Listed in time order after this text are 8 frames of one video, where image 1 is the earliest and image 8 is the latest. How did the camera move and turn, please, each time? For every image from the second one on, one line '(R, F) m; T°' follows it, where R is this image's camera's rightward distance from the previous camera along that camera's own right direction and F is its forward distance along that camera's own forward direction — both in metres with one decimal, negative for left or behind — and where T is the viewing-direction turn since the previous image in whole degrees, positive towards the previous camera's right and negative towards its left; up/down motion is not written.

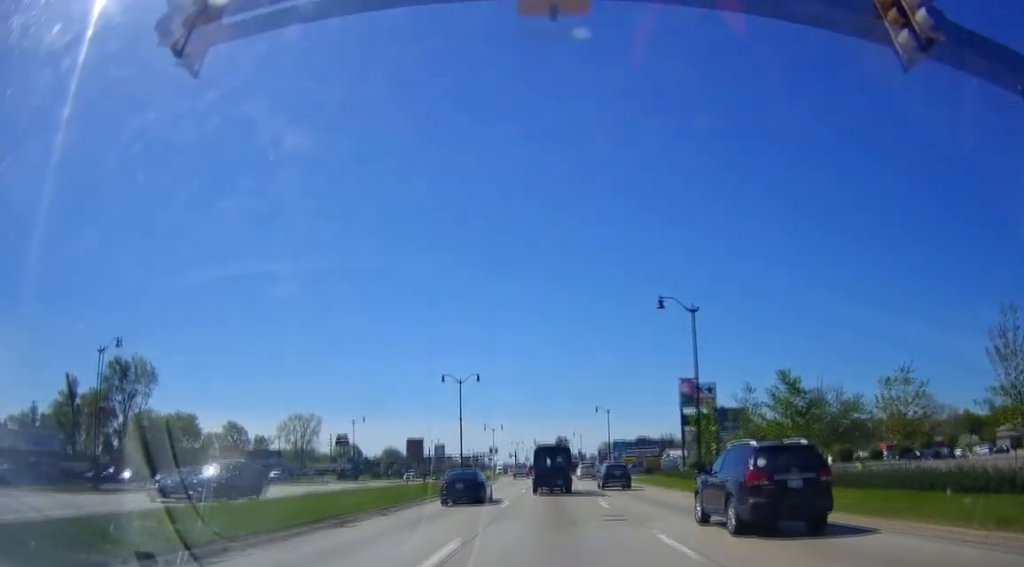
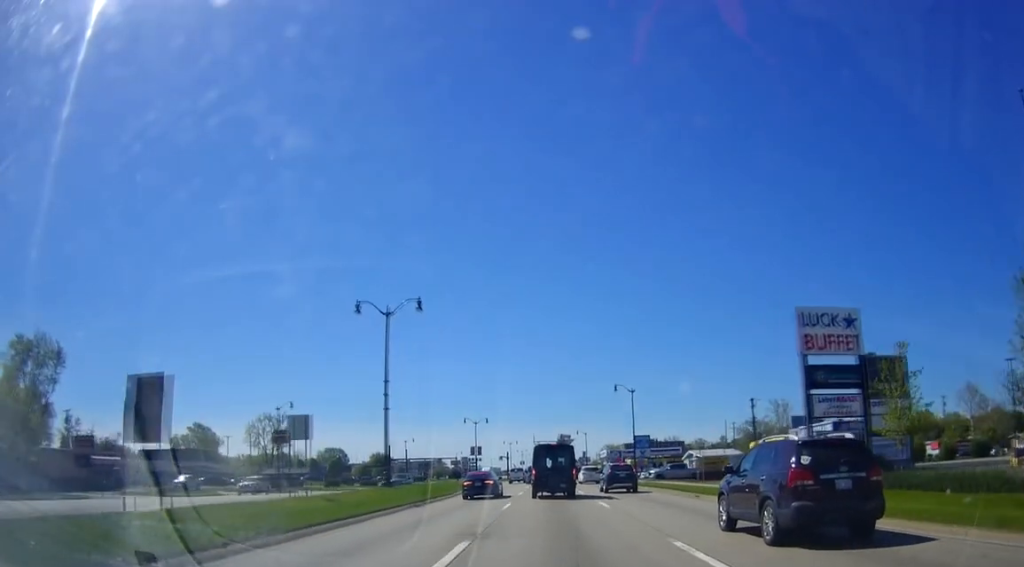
(+0.4, +36.8) m; +1°
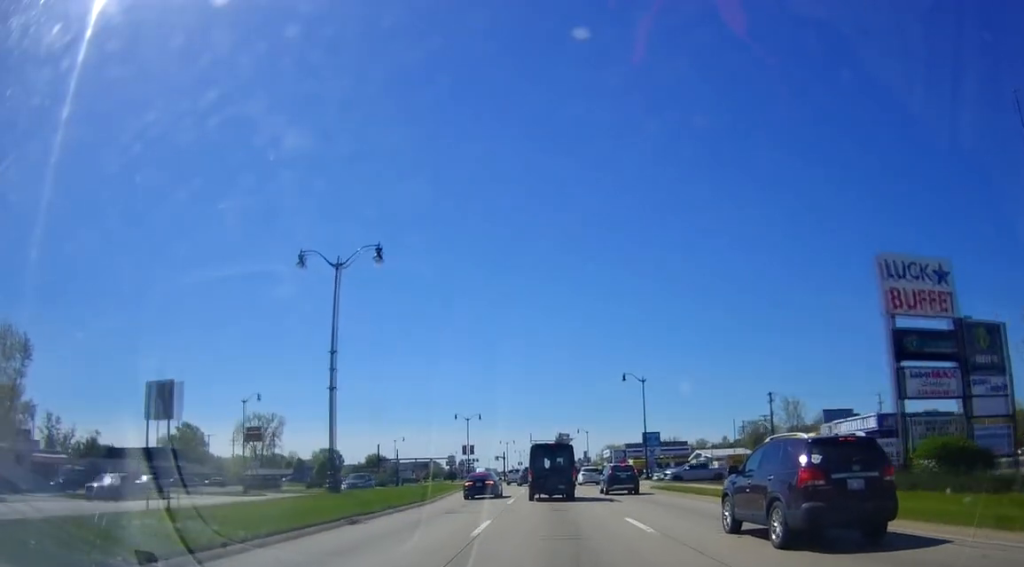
(+0.1, +10.4) m; 0°
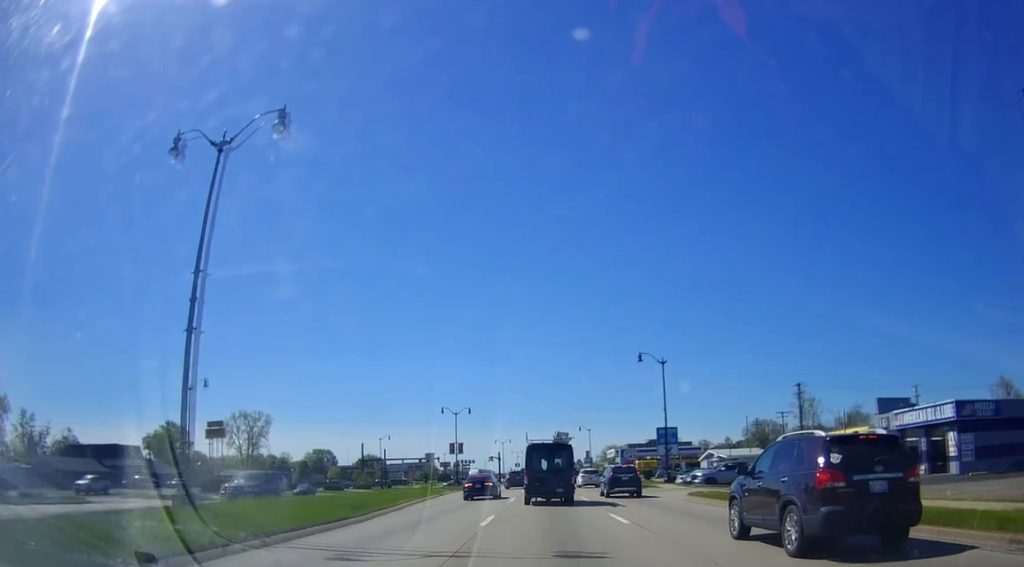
(0.0, +12.2) m; -2°
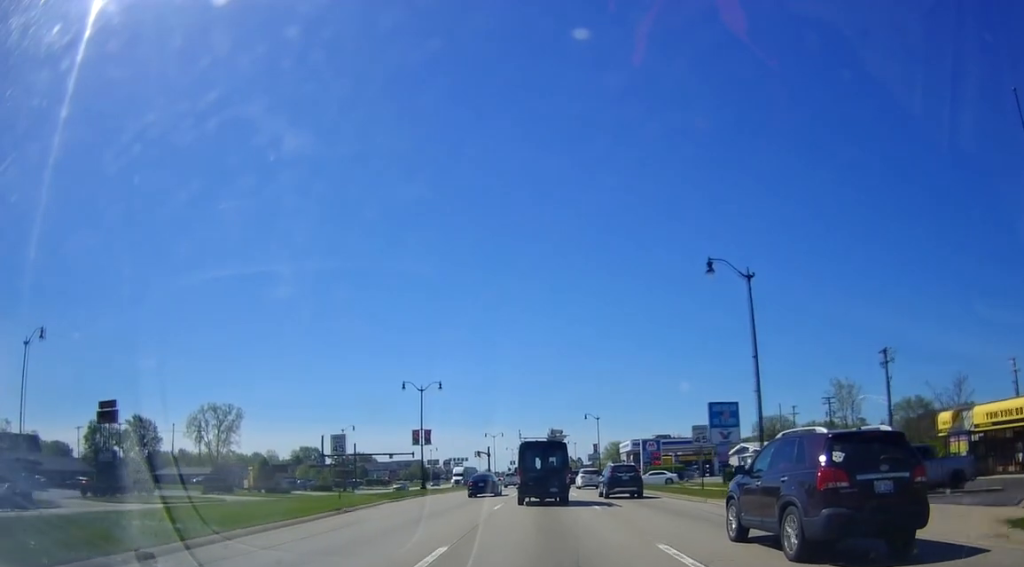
(-0.6, +24.2) m; +1°
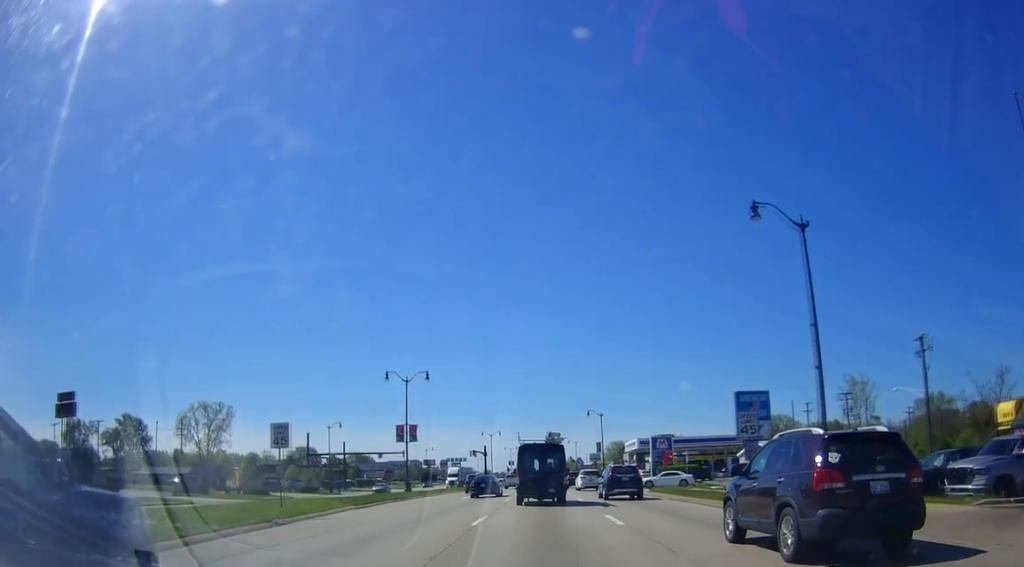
(+0.2, +7.4) m; +1°
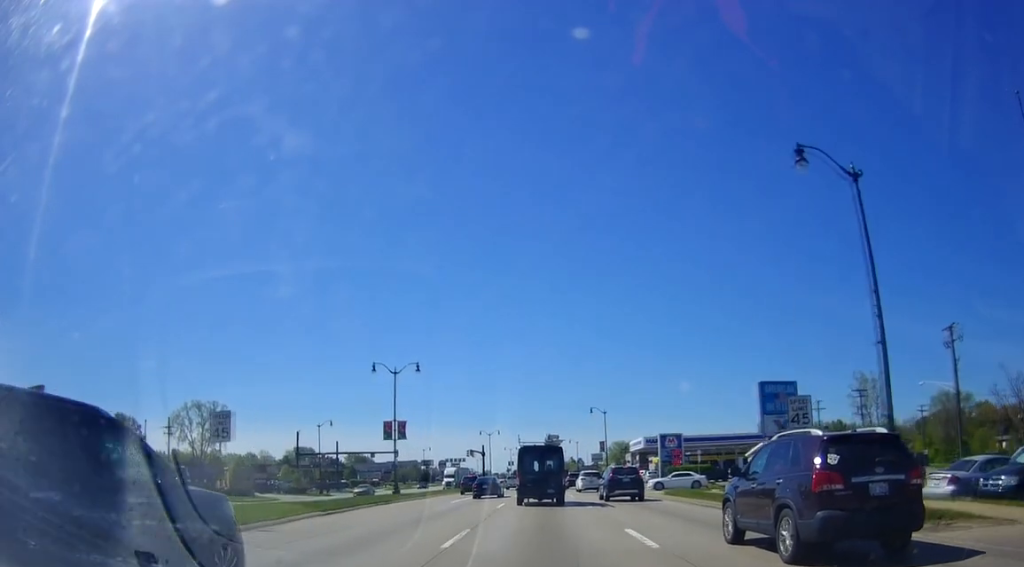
(+0.1, +5.0) m; -1°
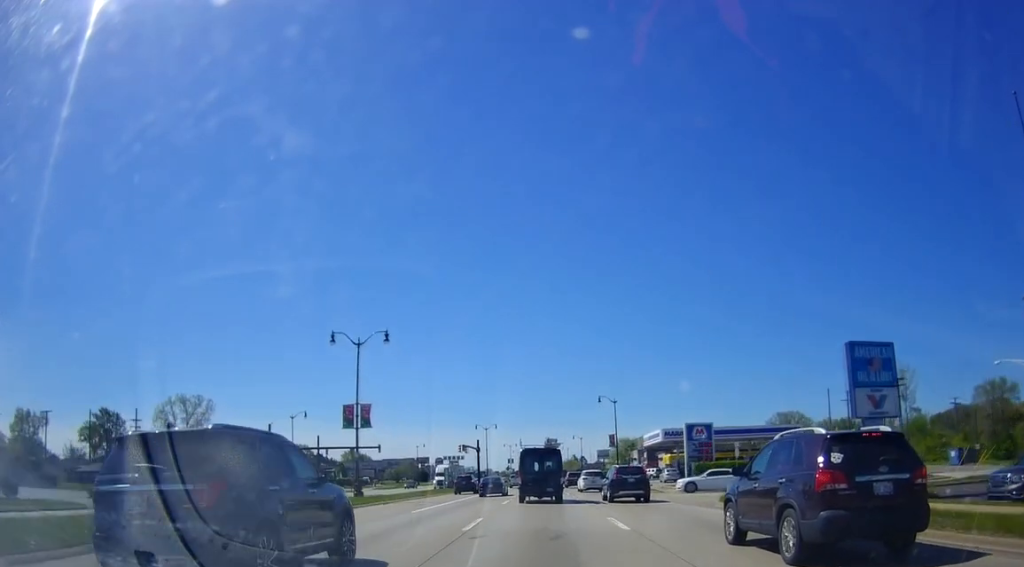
(-0.3, +11.8) m; -1°
